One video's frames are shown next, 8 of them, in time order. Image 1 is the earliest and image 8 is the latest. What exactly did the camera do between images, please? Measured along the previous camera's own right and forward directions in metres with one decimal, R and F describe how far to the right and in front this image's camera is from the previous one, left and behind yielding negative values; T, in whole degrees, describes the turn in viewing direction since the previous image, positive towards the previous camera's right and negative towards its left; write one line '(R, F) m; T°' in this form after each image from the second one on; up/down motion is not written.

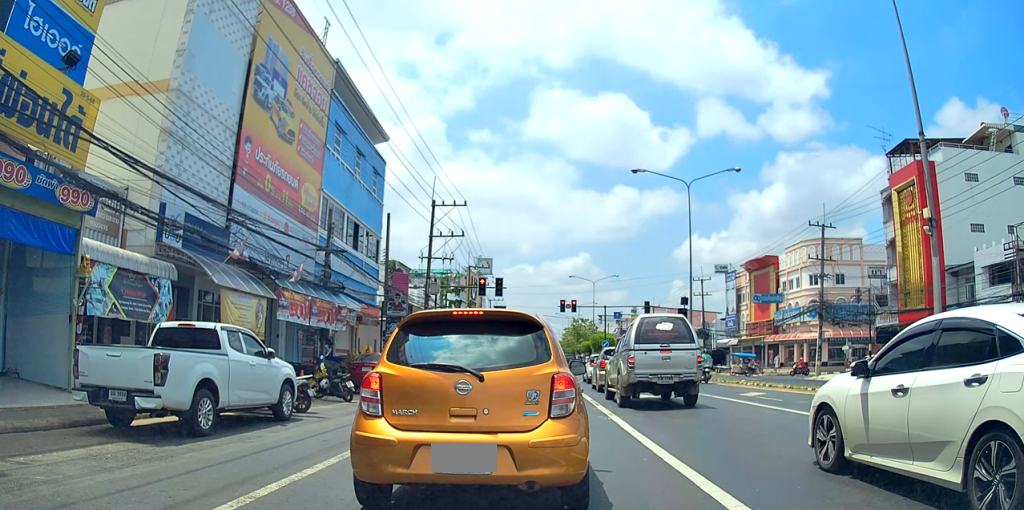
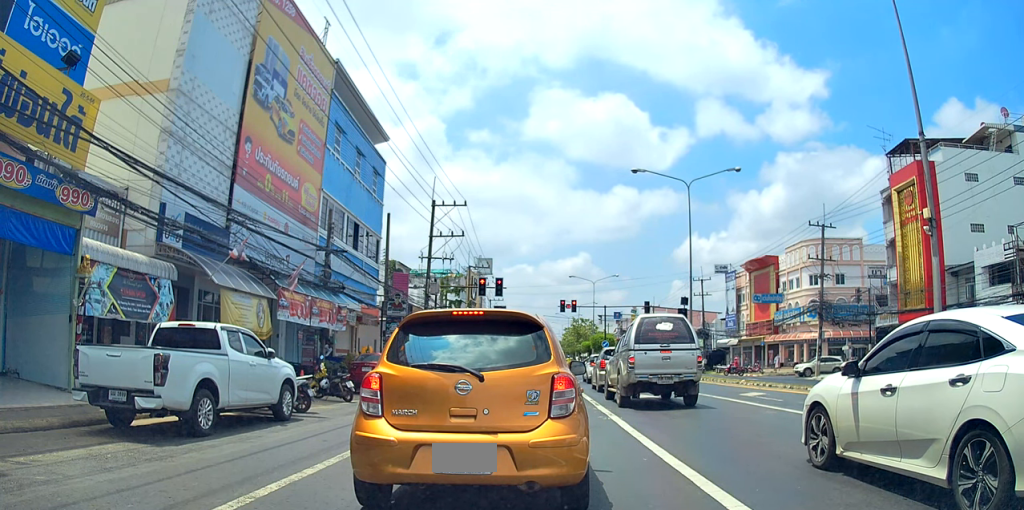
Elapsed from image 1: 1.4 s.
(0.0, 0.0) m; 0°
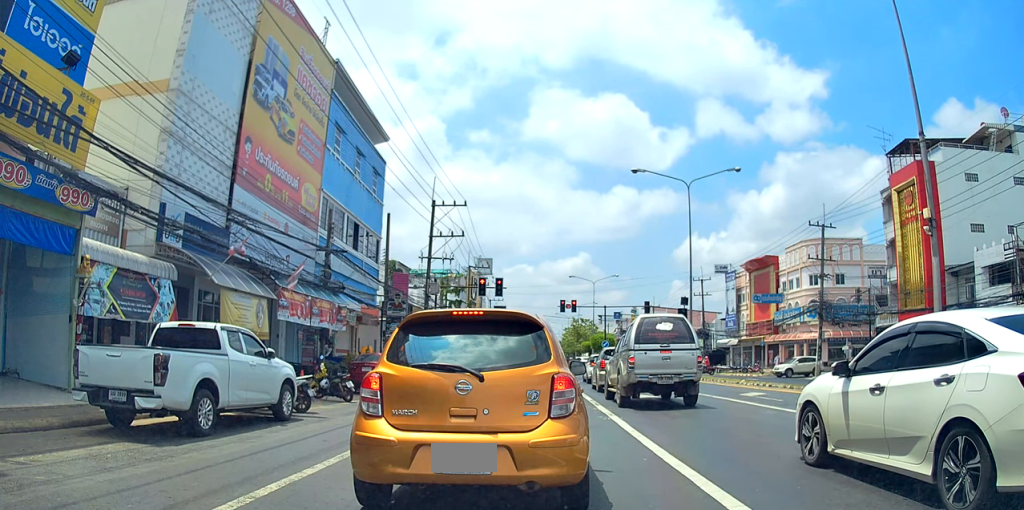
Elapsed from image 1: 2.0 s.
(0.0, 0.0) m; 0°
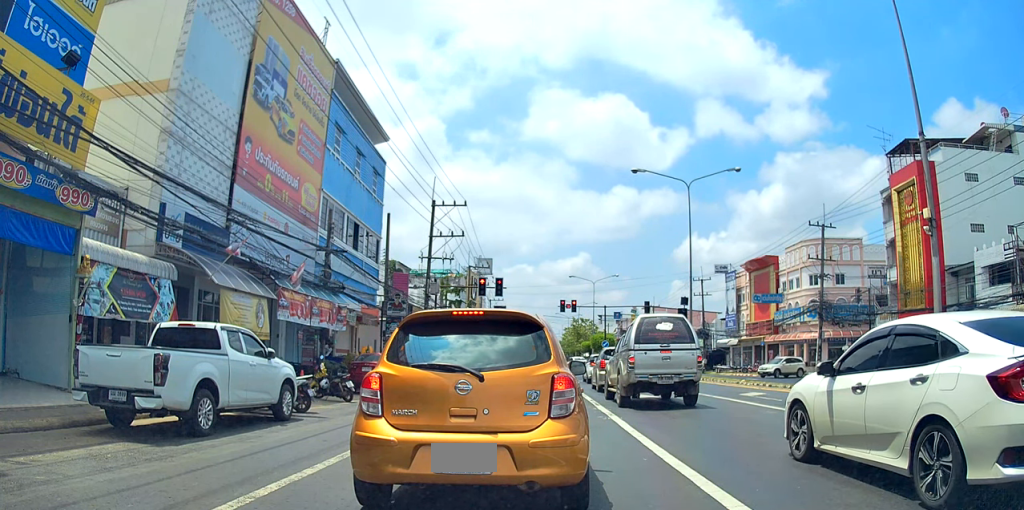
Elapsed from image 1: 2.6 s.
(0.0, 0.0) m; 0°
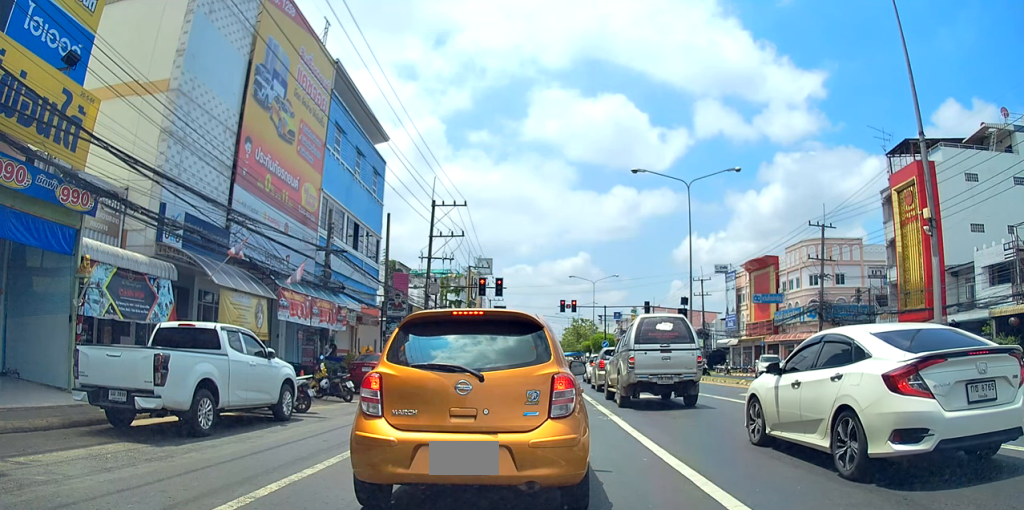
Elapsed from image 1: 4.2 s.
(0.0, 0.0) m; 0°
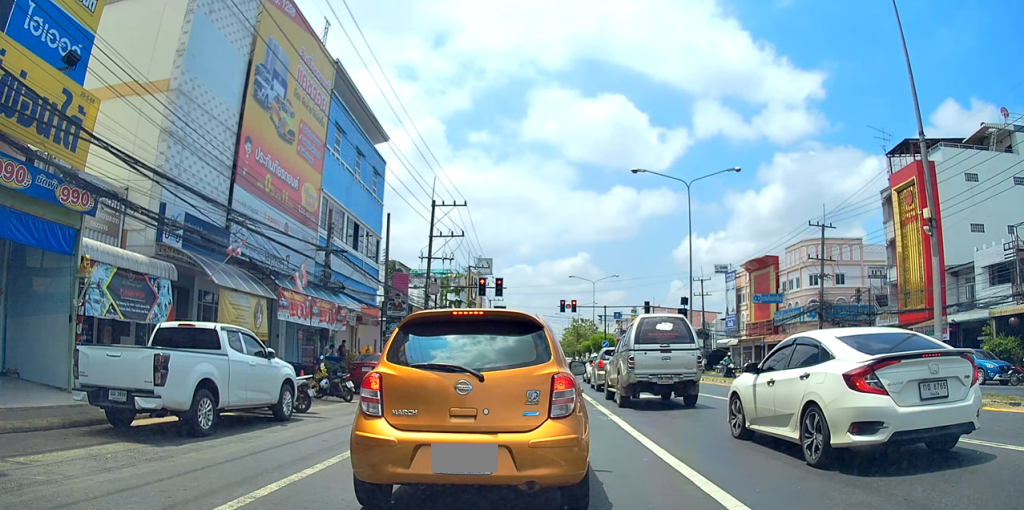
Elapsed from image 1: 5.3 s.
(0.0, 0.0) m; 0°
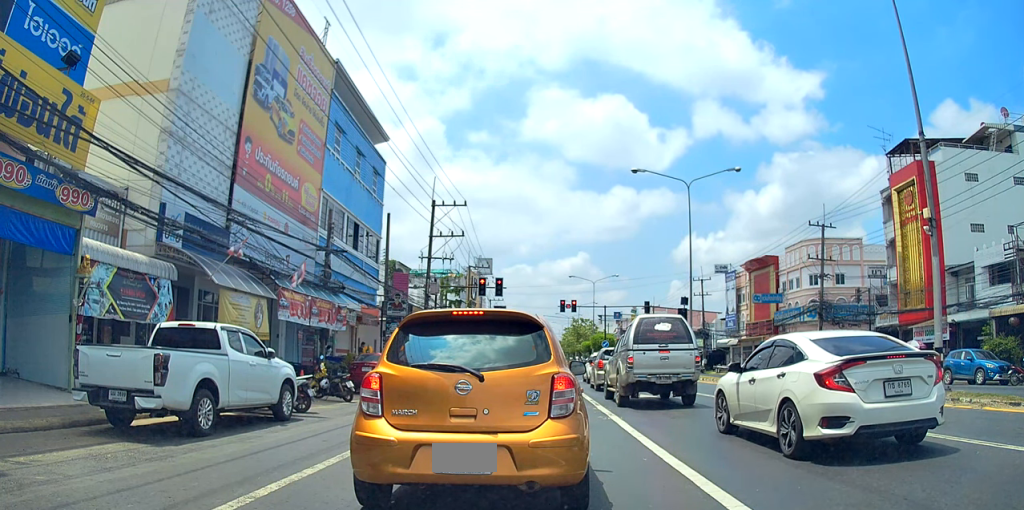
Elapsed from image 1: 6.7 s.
(0.0, 0.0) m; 0°
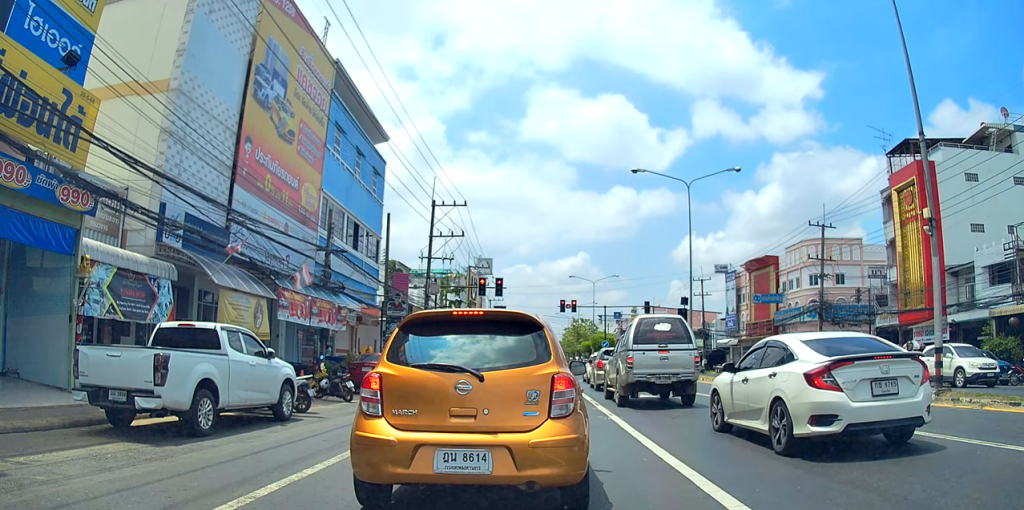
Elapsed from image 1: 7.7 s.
(0.0, 0.0) m; 0°
